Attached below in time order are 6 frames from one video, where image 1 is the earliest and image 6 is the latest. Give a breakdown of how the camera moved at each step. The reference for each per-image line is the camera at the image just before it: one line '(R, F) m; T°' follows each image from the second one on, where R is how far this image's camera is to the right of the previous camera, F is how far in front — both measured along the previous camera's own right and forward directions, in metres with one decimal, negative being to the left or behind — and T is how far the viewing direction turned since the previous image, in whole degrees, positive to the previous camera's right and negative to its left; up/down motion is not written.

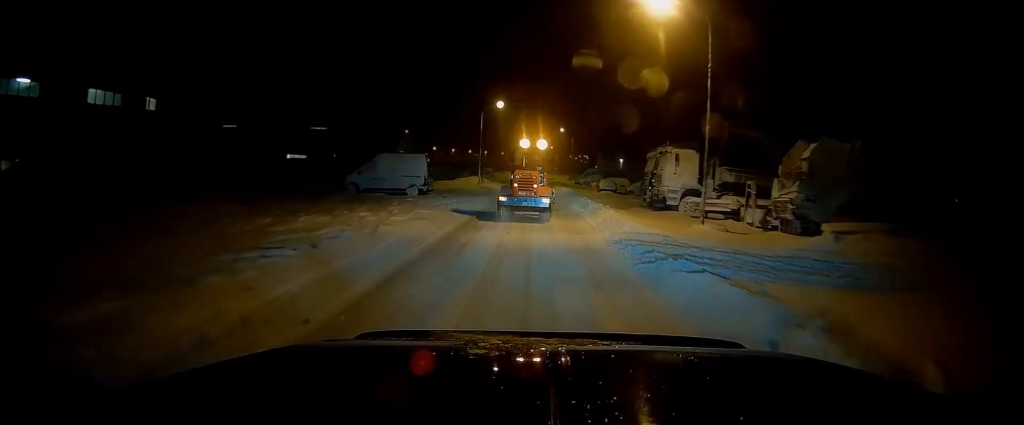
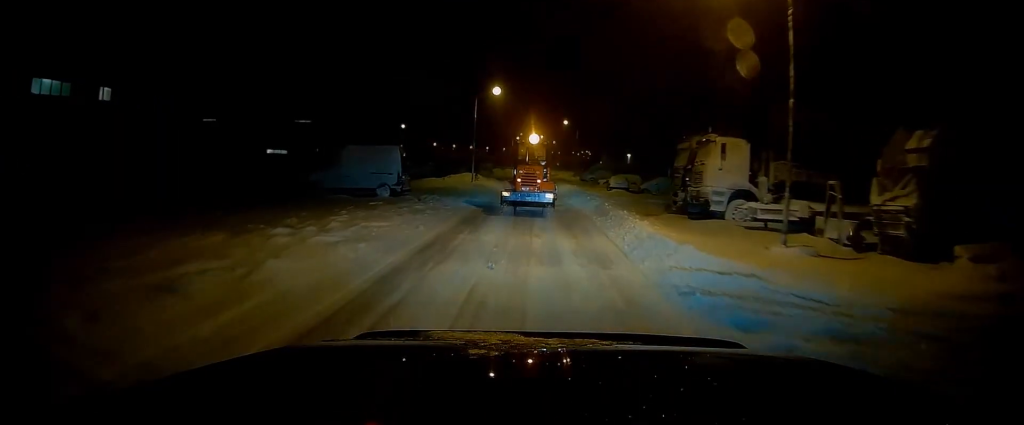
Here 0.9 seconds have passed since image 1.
(0.0, +6.5) m; 0°
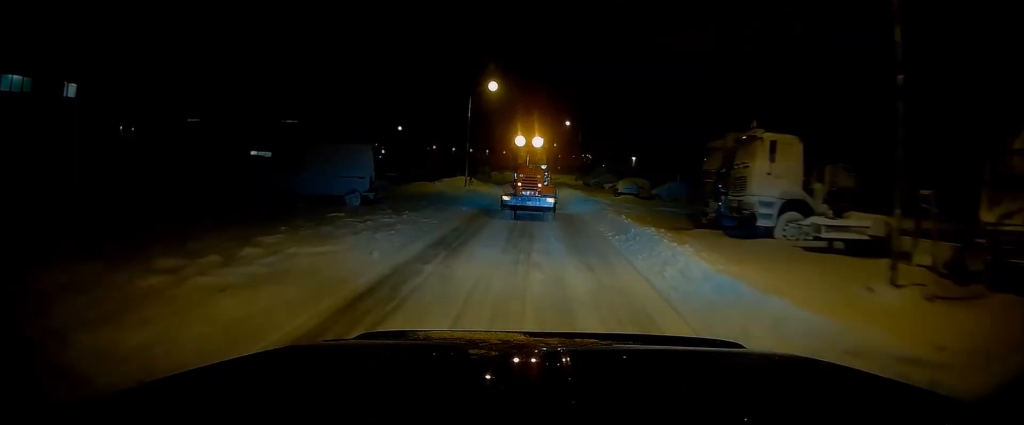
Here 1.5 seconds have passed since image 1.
(0.0, +4.4) m; 0°
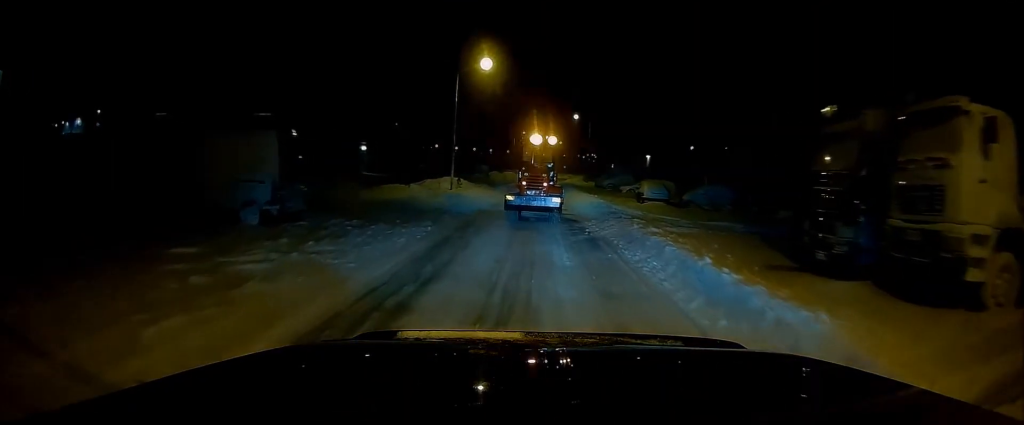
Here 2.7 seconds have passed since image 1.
(-0.1, +9.0) m; -1°
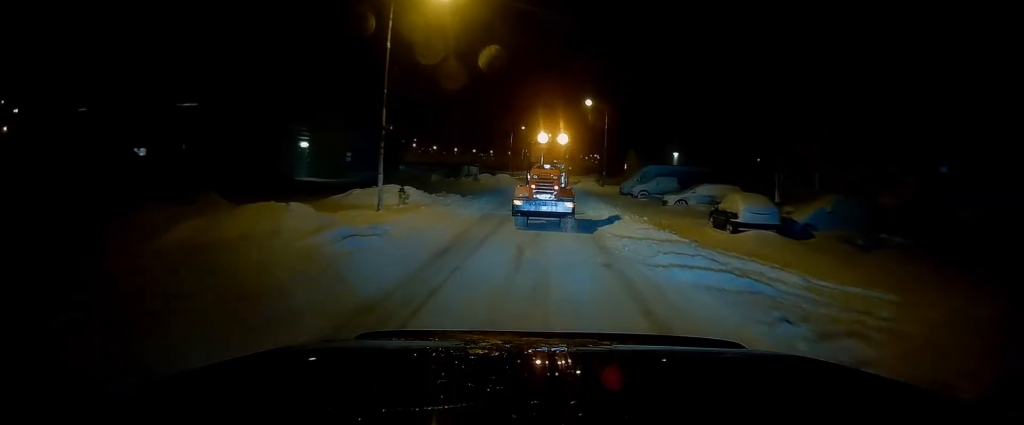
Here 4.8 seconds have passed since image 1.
(0.0, +15.7) m; +1°
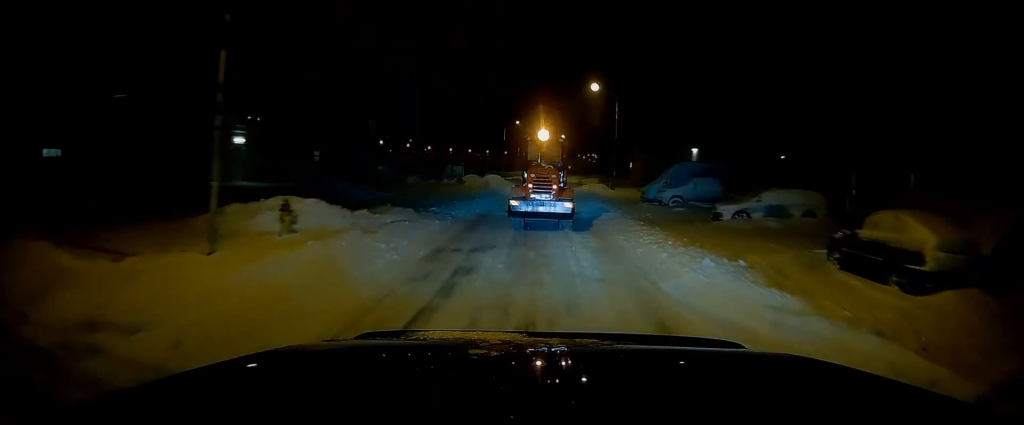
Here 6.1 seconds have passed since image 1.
(+0.1, +9.6) m; 0°
